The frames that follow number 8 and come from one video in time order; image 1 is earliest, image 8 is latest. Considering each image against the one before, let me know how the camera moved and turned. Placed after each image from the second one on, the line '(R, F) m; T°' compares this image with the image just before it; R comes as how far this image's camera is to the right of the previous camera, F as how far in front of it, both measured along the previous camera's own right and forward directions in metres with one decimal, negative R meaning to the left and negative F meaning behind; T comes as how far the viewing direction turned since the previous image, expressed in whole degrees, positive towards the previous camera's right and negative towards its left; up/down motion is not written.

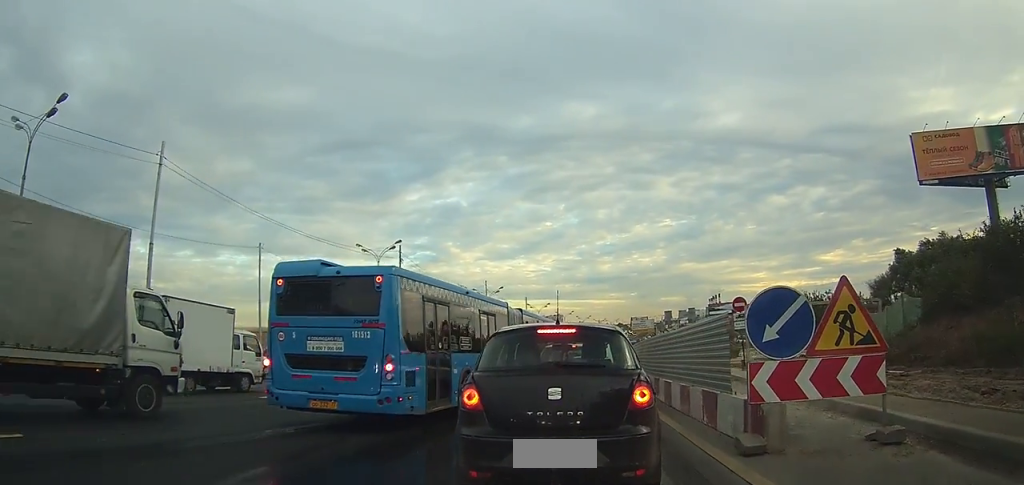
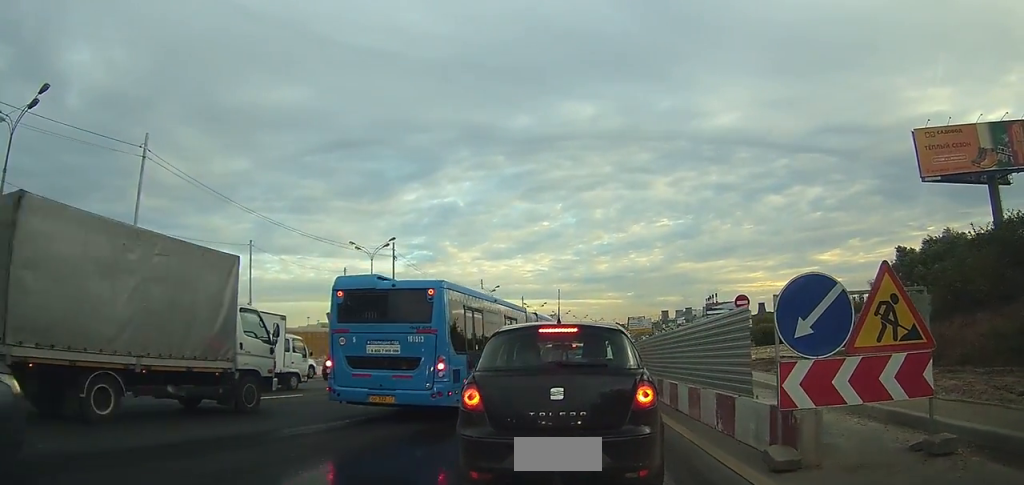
(0.0, +1.3) m; 0°
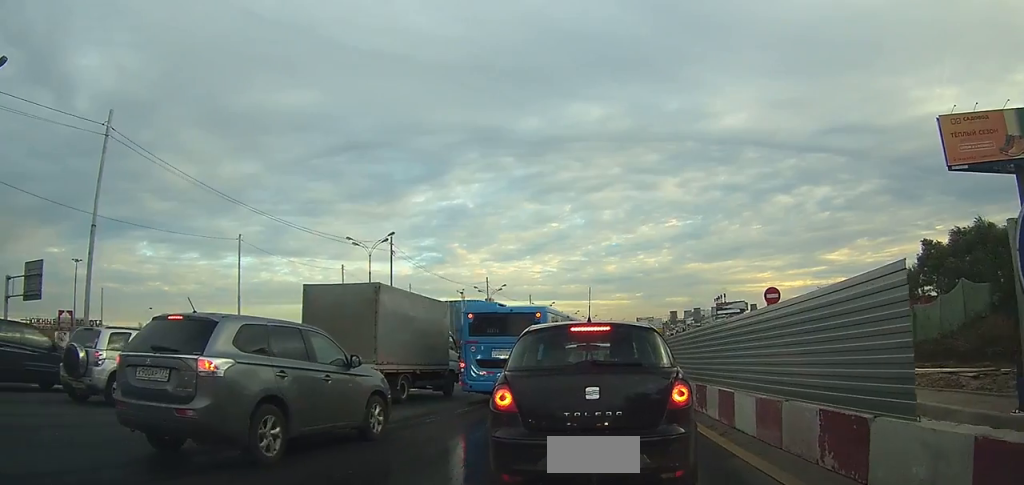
(0.0, +4.0) m; 0°
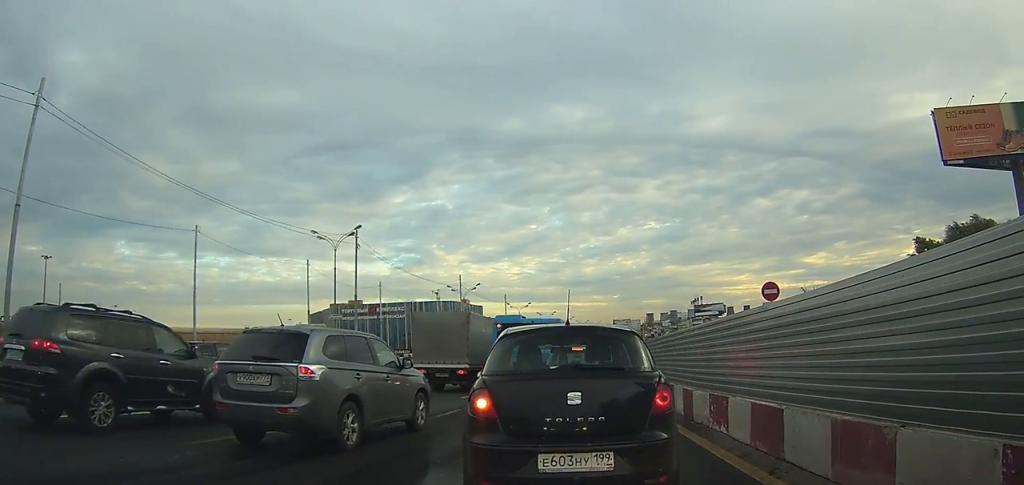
(0.0, +3.5) m; +1°
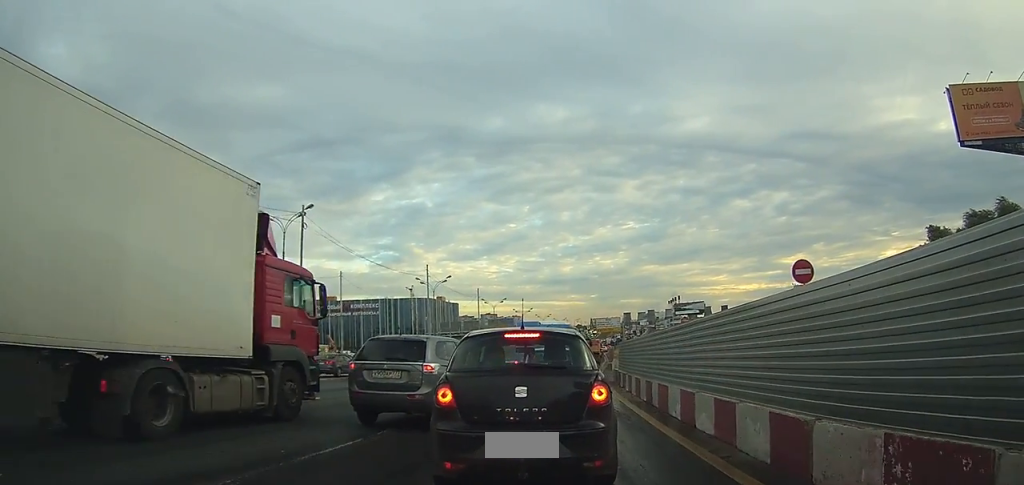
(0.0, +6.2) m; -1°
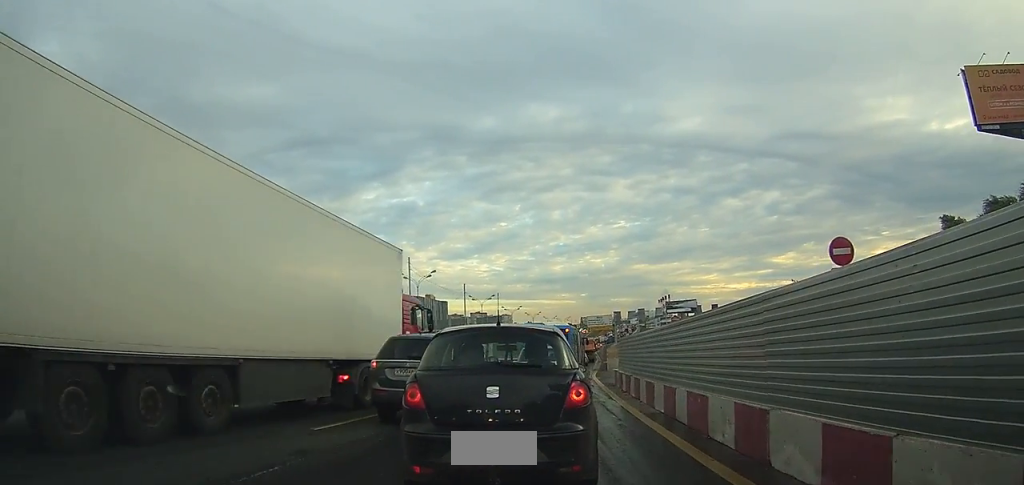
(0.0, +2.8) m; 0°
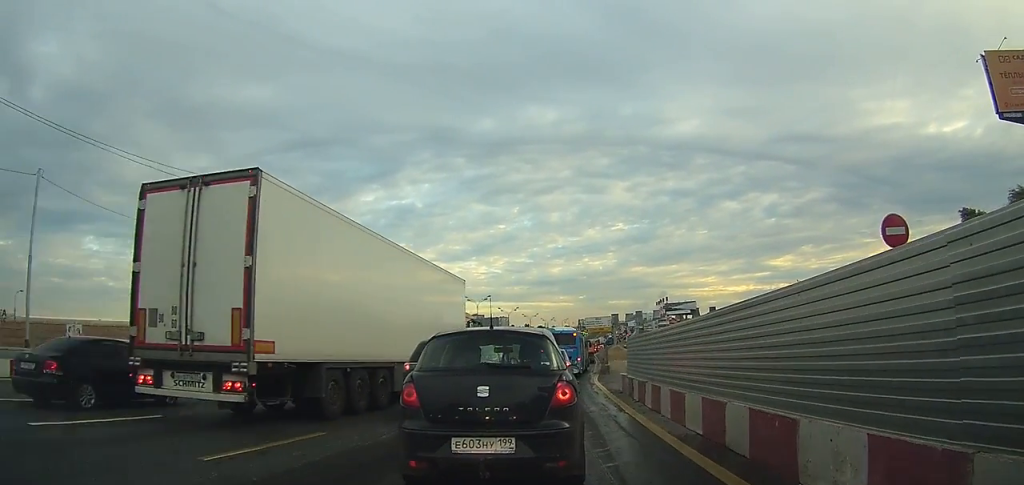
(0.0, +2.5) m; +2°
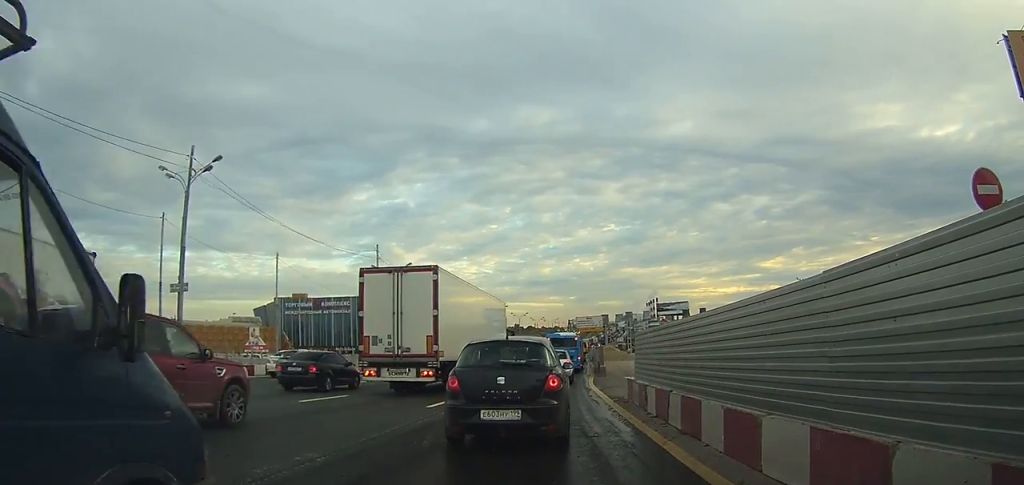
(+0.2, +3.8) m; +3°
